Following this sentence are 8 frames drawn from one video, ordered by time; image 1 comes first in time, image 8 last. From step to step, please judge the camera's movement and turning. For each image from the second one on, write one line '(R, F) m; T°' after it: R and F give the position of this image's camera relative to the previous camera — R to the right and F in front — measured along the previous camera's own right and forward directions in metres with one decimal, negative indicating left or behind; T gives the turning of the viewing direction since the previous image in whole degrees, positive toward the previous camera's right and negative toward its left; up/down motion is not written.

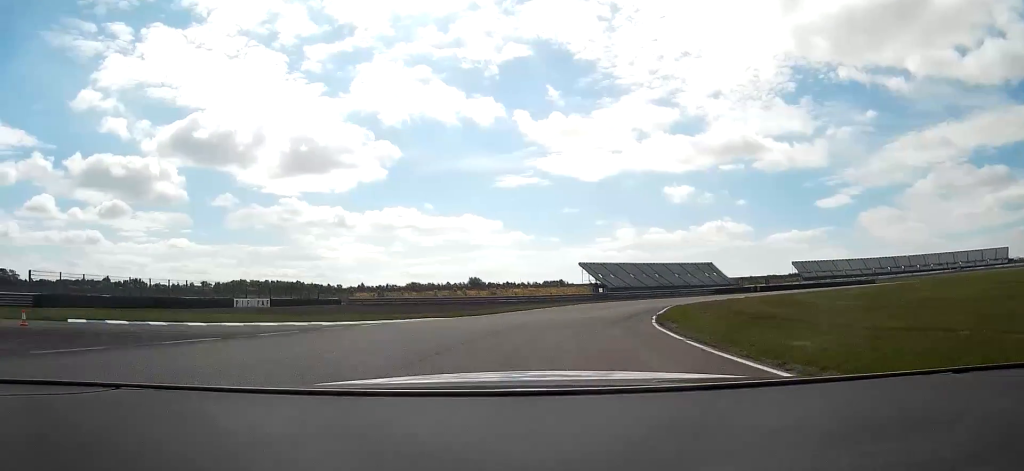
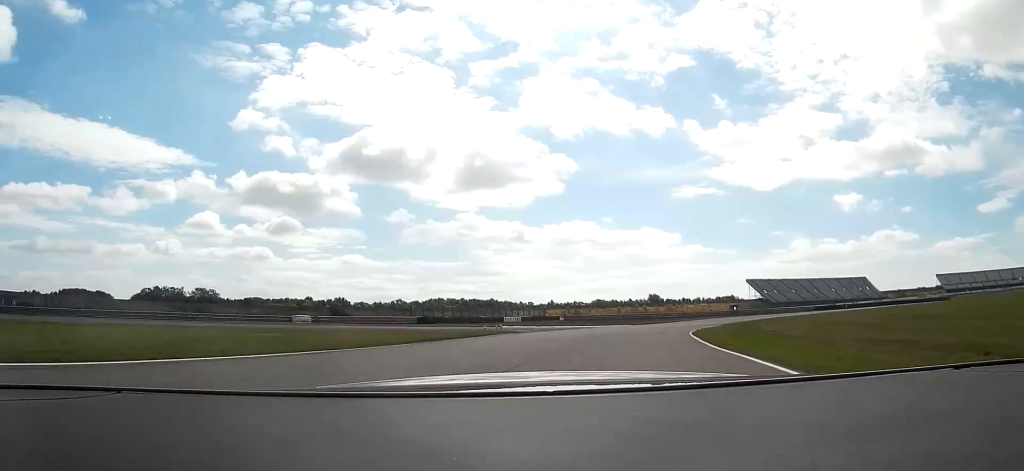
(-5.3, +41.8) m; -18°
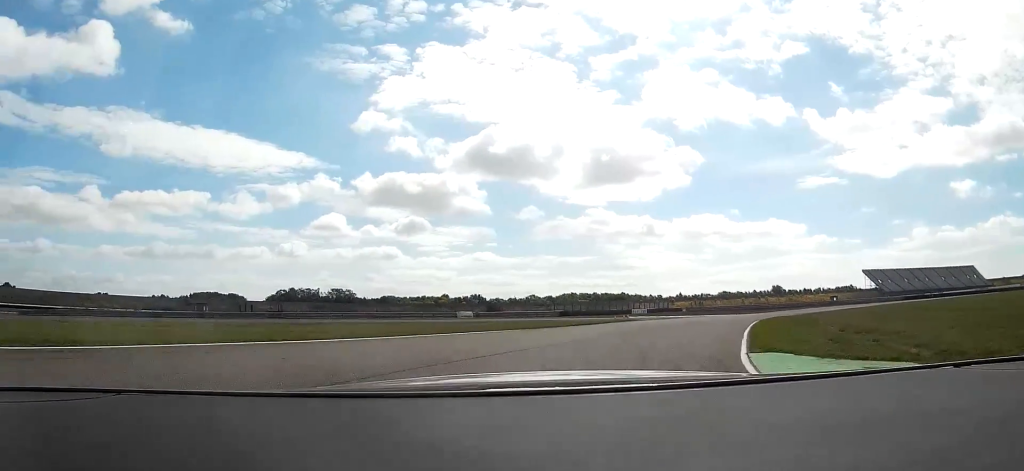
(-1.7, +16.0) m; -11°
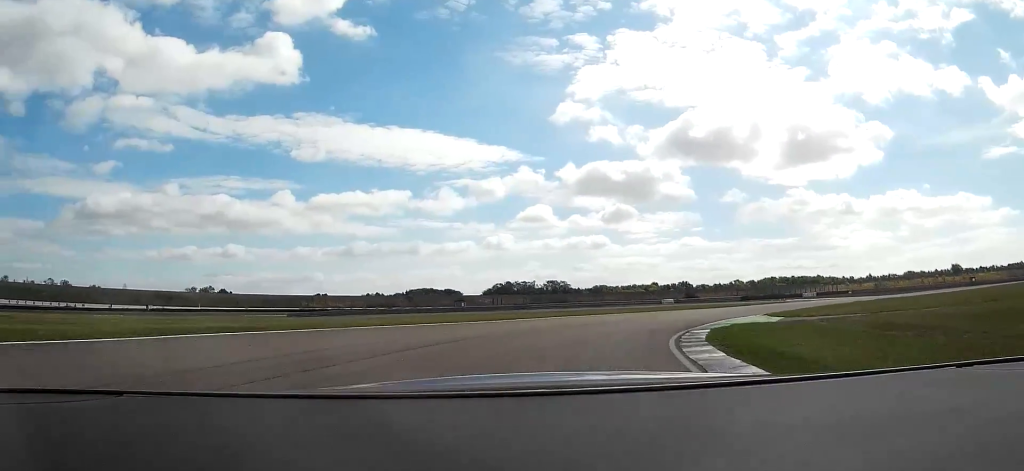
(-4.8, +26.6) m; -19°
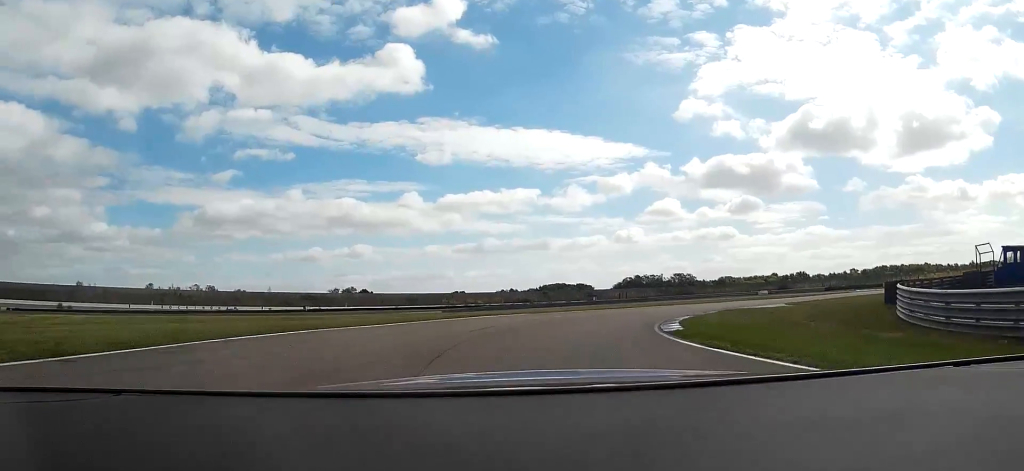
(-2.8, +23.1) m; -11°
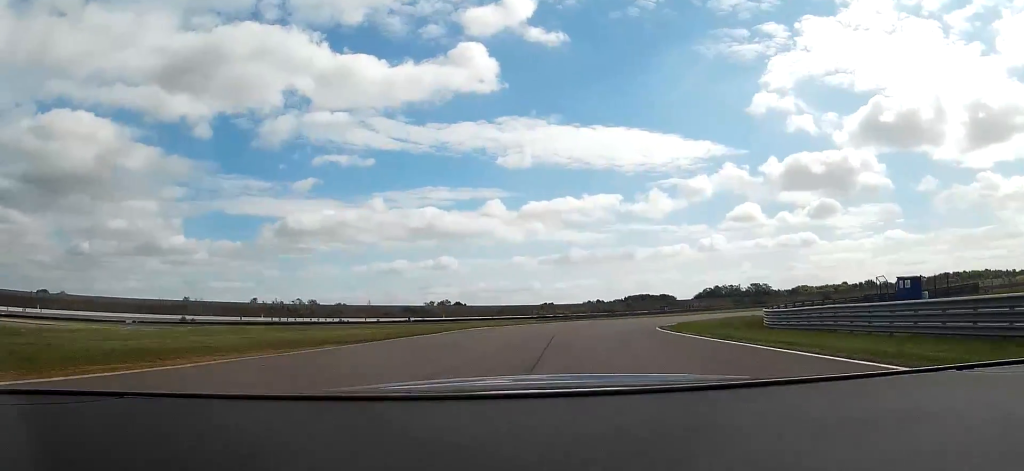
(-1.8, +23.3) m; -8°
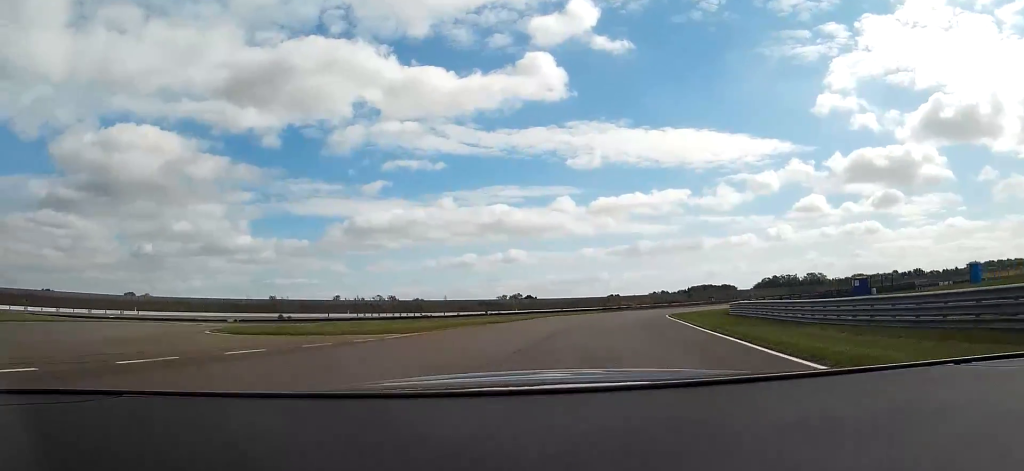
(-0.6, +22.7) m; -7°
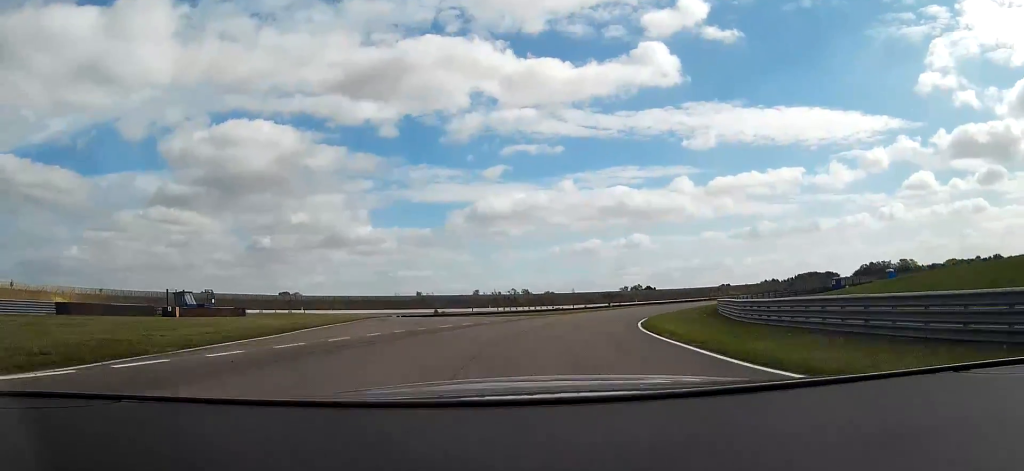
(-5.3, +43.7) m; -10°
